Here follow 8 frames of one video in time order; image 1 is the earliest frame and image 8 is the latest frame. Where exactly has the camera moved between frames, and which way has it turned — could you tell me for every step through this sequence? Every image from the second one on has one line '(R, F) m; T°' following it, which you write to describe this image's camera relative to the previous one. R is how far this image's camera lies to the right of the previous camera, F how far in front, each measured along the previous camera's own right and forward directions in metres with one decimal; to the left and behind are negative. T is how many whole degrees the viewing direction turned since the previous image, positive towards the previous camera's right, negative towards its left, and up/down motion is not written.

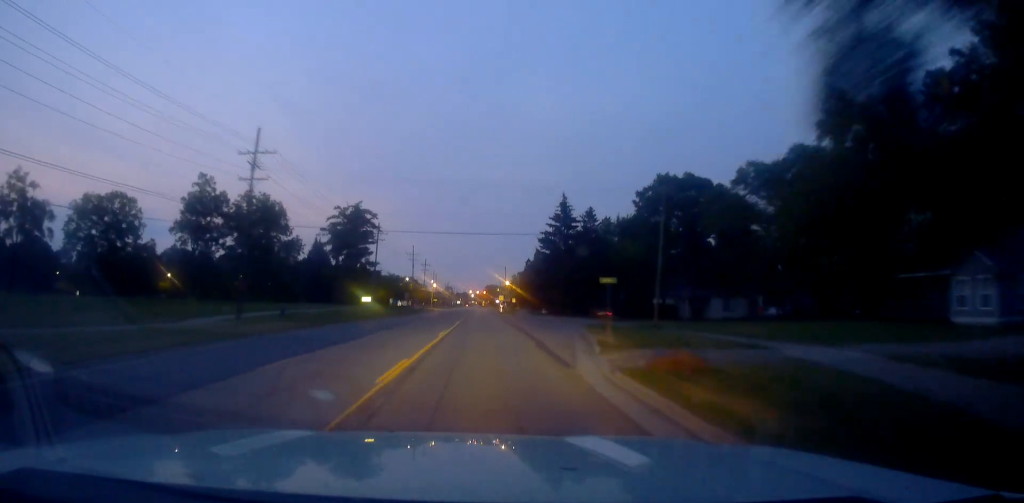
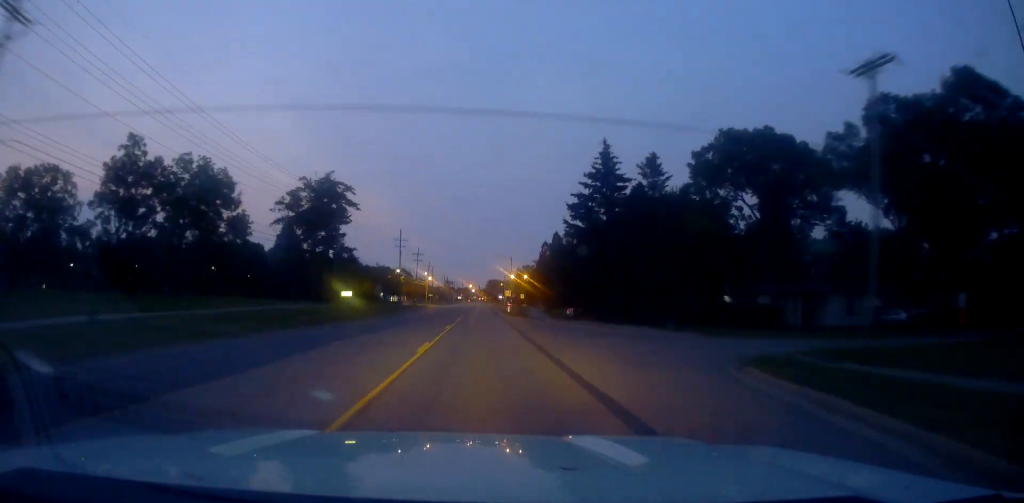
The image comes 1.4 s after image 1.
(-0.4, +24.7) m; -2°
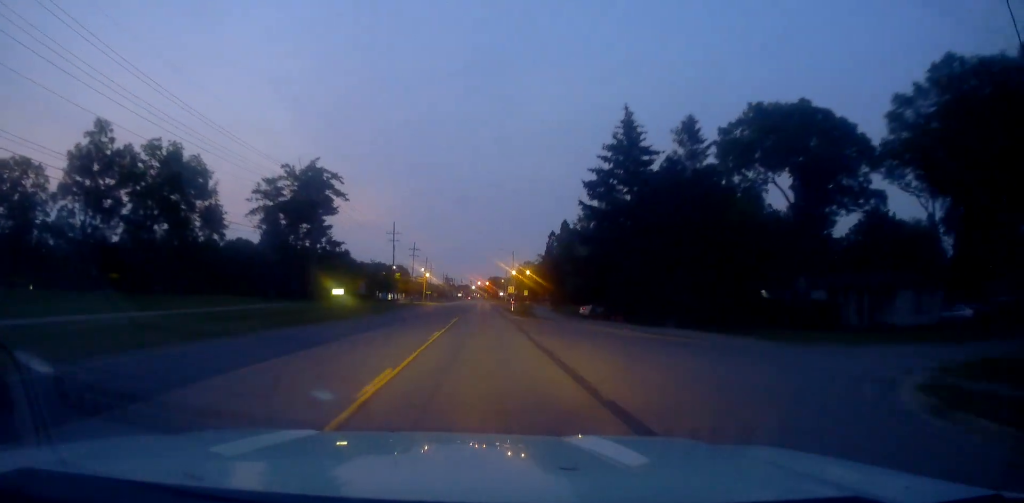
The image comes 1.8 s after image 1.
(-0.1, +8.5) m; -1°
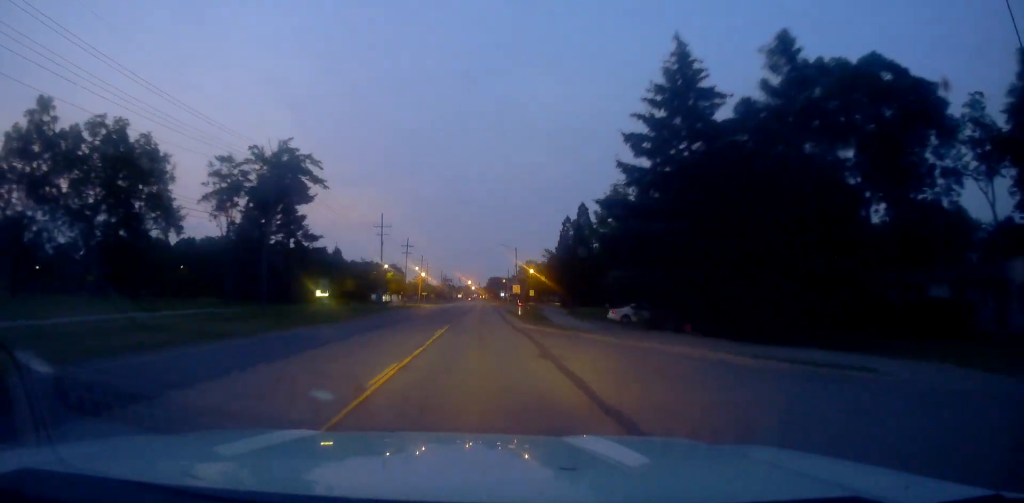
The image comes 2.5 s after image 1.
(-0.1, +12.6) m; +1°
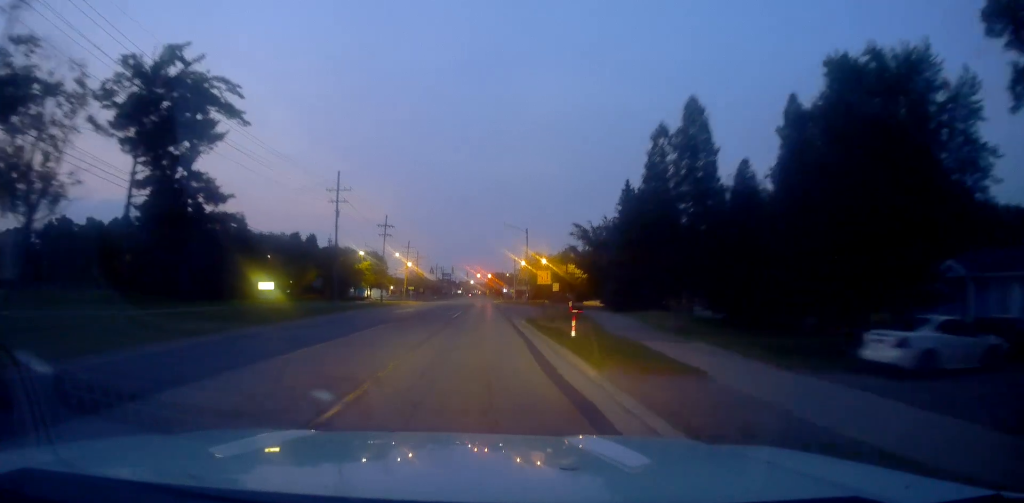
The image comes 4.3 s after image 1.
(+0.5, +31.2) m; 0°
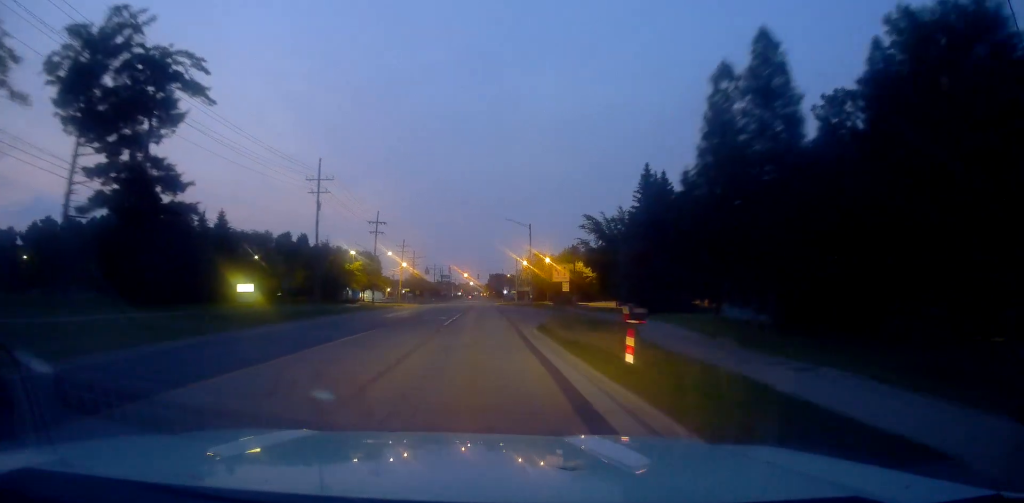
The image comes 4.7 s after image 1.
(-0.2, +7.7) m; -1°
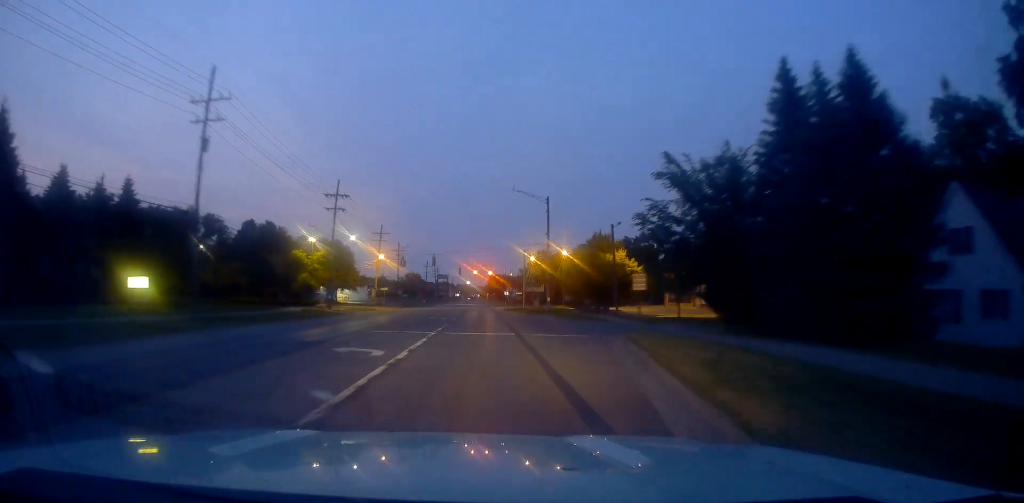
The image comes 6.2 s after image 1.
(+0.1, +25.8) m; +2°
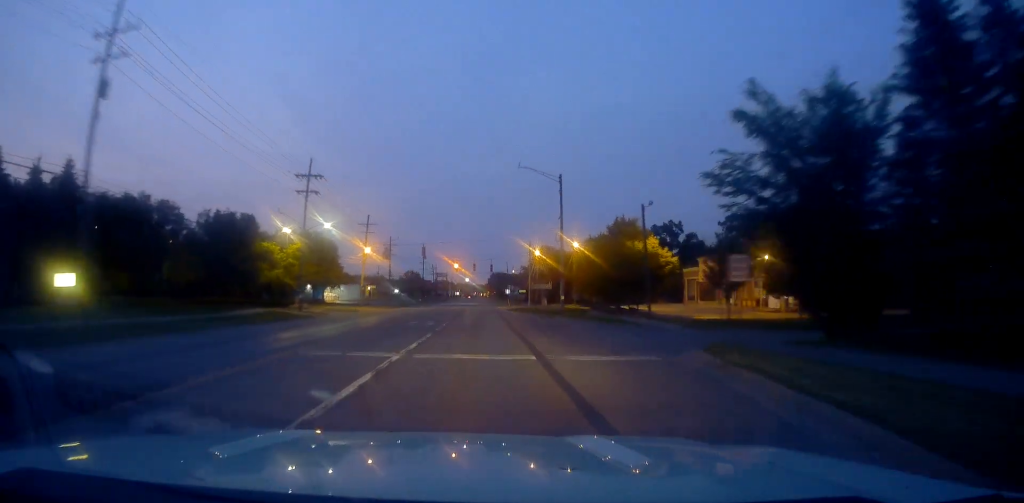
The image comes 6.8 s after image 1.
(+0.3, +11.1) m; +1°
